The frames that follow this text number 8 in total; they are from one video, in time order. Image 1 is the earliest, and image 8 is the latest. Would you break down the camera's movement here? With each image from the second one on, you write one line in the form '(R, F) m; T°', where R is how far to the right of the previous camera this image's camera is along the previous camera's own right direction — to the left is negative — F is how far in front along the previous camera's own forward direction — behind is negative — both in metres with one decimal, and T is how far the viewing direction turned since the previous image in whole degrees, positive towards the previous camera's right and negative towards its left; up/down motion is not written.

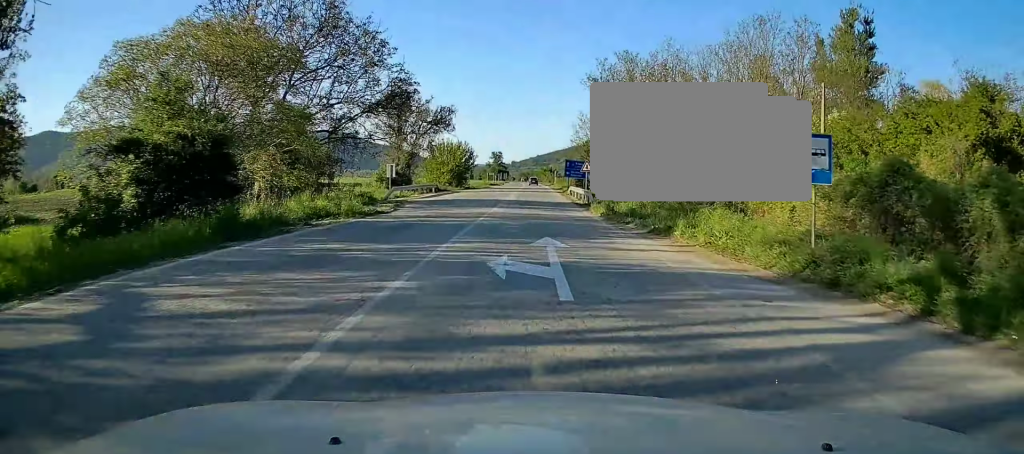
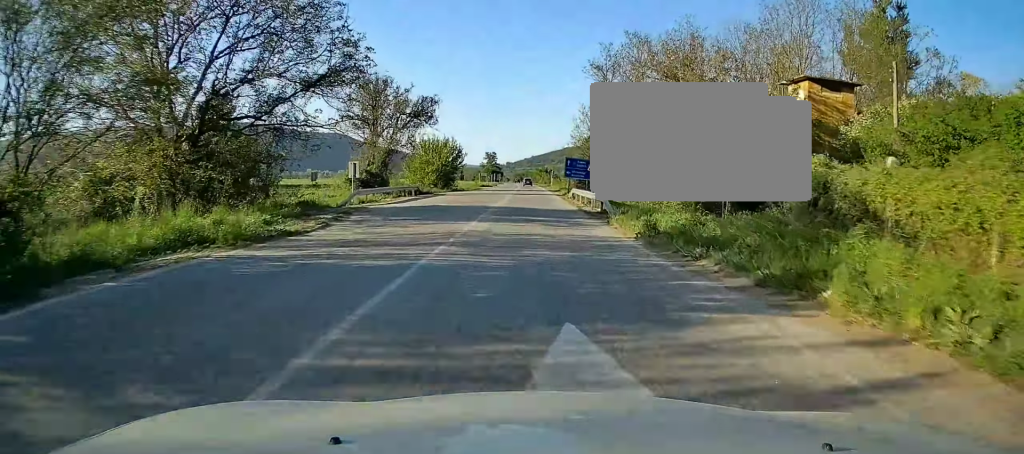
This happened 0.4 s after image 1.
(+0.1, +8.6) m; 0°
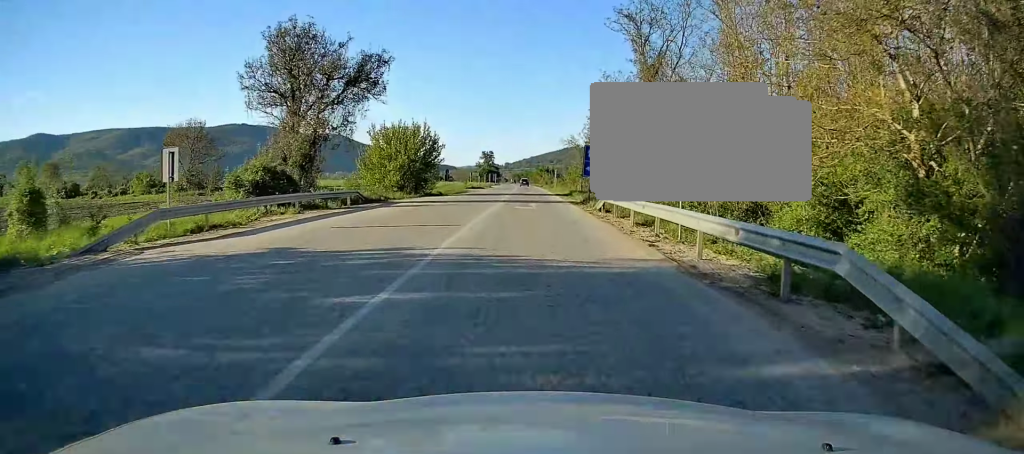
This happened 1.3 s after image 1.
(+0.1, +19.3) m; 0°
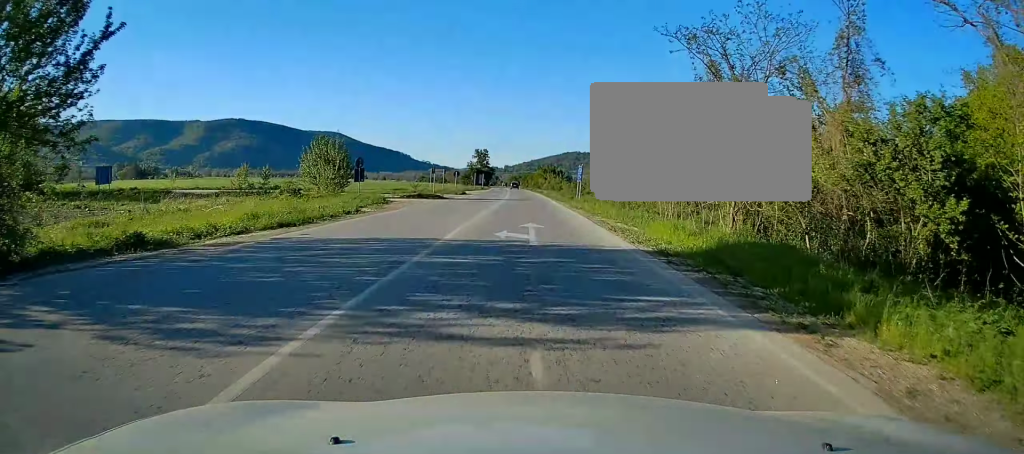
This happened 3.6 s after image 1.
(+0.1, +46.2) m; 0°
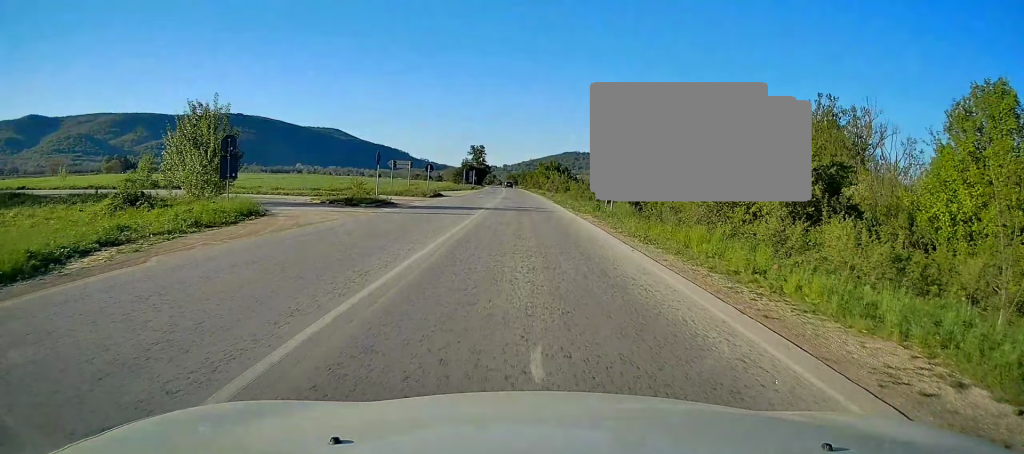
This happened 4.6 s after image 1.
(+0.1, +19.3) m; 0°
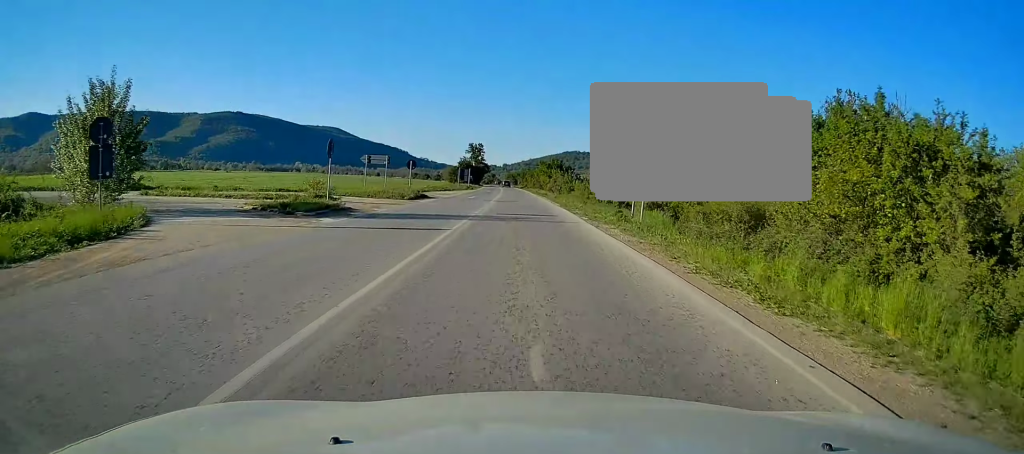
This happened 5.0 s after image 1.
(0.0, +8.0) m; 0°
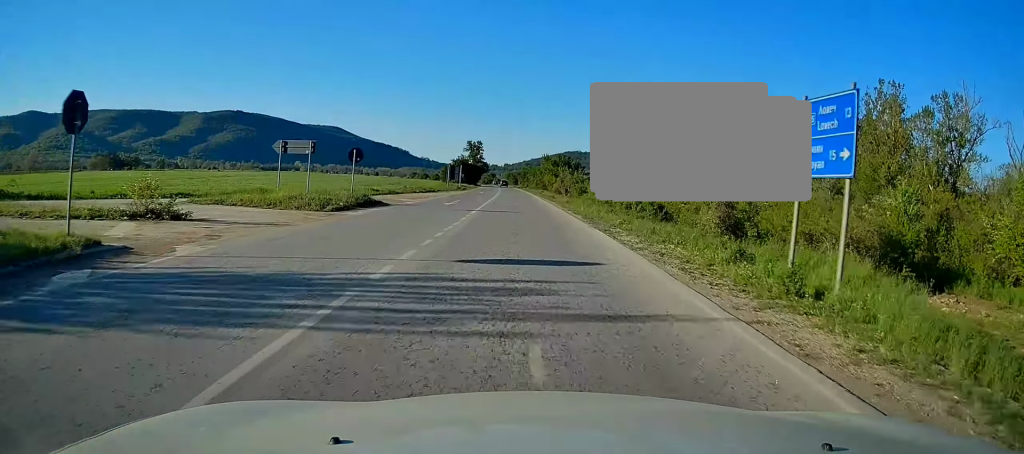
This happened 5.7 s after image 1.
(0.0, +14.8) m; 0°
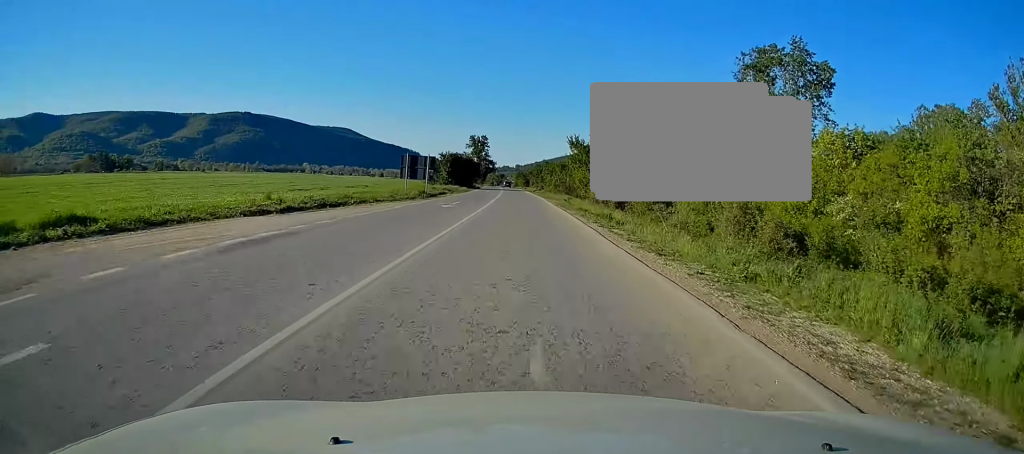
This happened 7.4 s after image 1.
(0.0, +35.3) m; 0°
